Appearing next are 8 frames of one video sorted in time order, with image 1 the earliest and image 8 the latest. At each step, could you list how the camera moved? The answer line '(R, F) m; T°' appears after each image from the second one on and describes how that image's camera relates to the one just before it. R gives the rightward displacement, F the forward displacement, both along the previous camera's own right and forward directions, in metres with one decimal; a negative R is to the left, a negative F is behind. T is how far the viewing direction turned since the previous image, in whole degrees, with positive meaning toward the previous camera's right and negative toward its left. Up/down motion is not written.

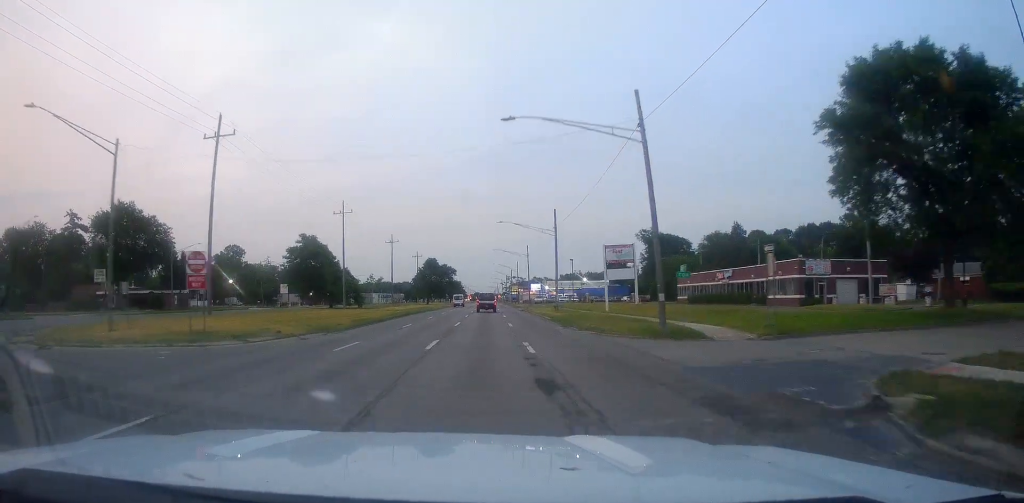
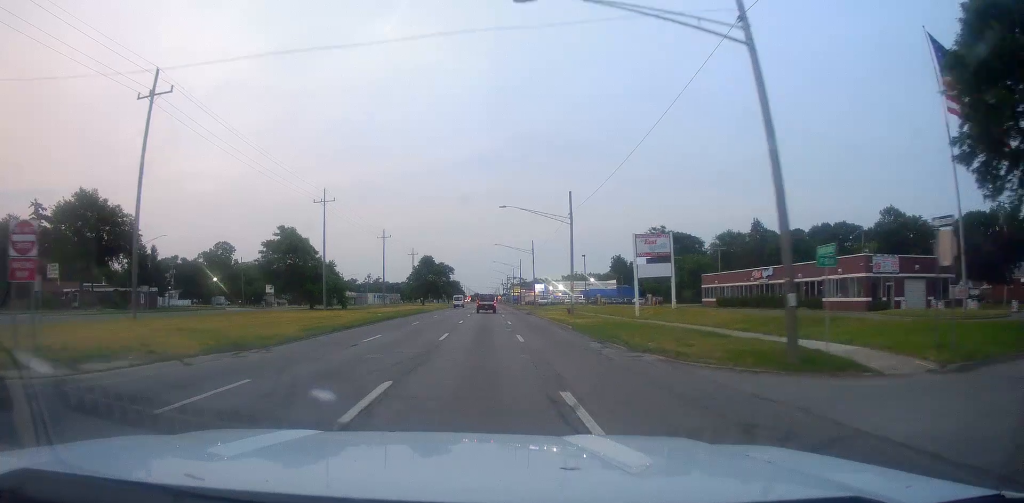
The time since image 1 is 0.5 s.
(+0.3, +11.0) m; 0°
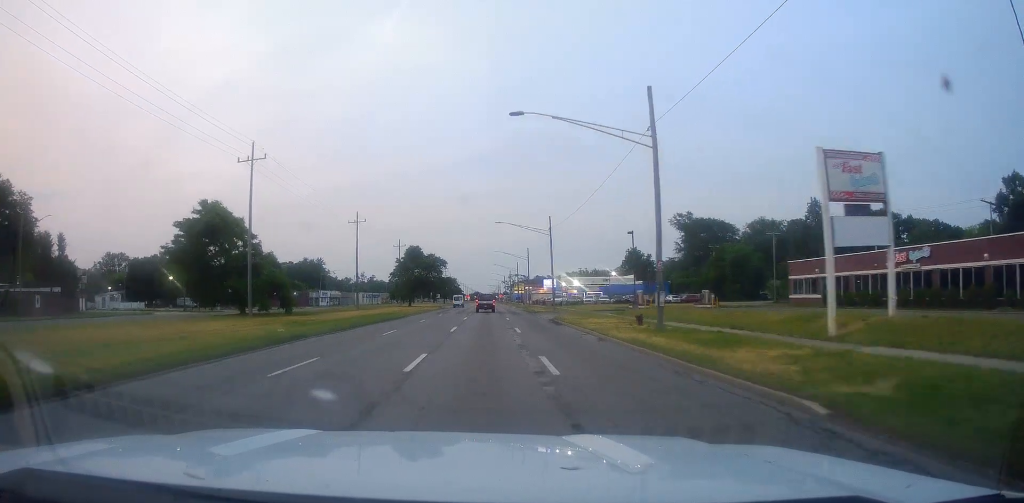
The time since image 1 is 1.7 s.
(-0.2, +25.3) m; -1°
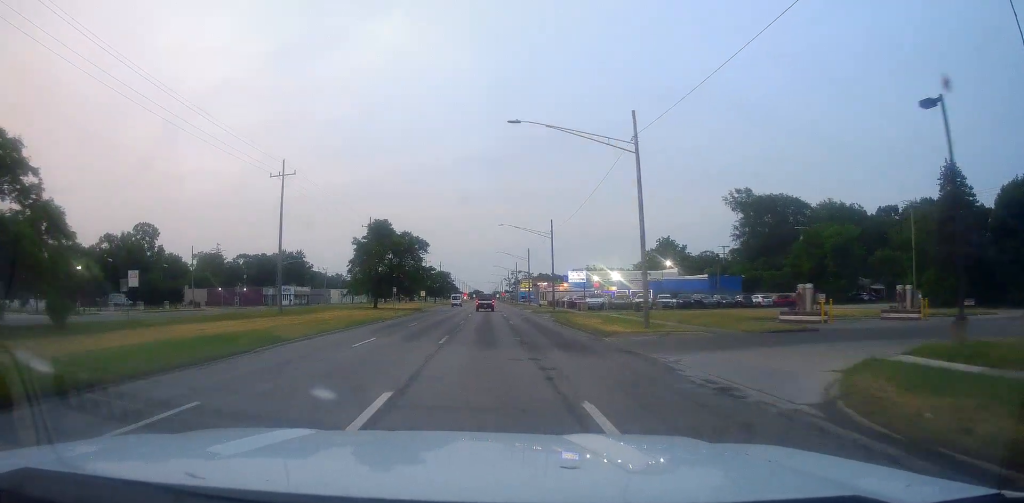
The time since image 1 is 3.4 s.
(+0.4, +37.5) m; +1°
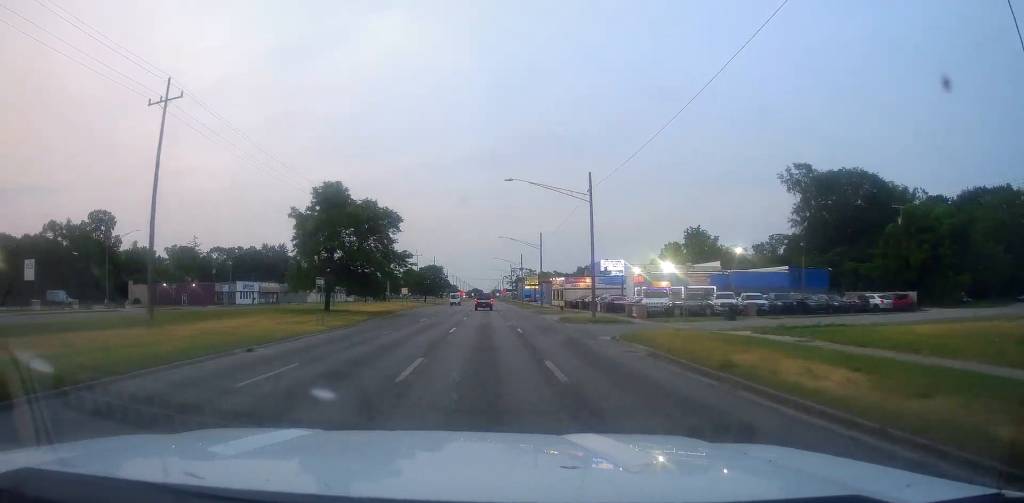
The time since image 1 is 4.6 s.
(-0.1, +24.8) m; 0°
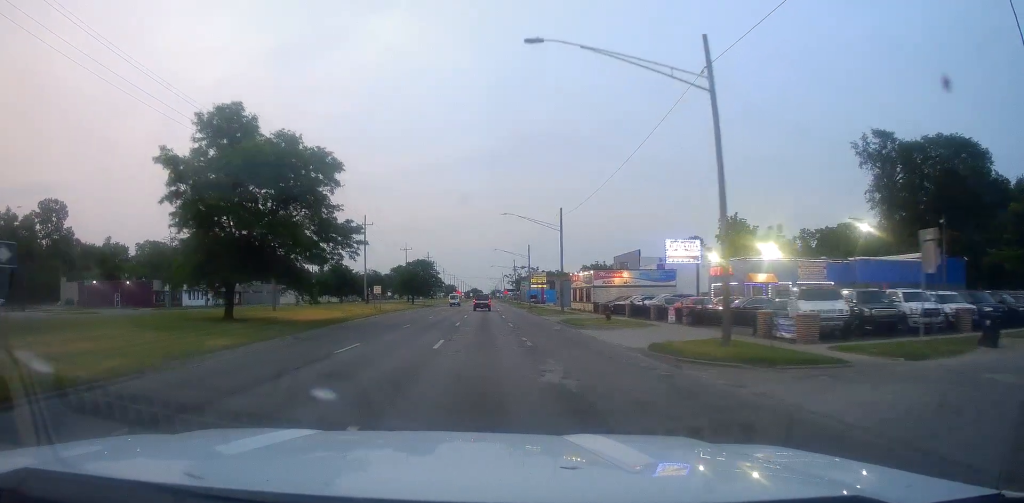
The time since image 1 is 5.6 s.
(0.0, +22.7) m; 0°
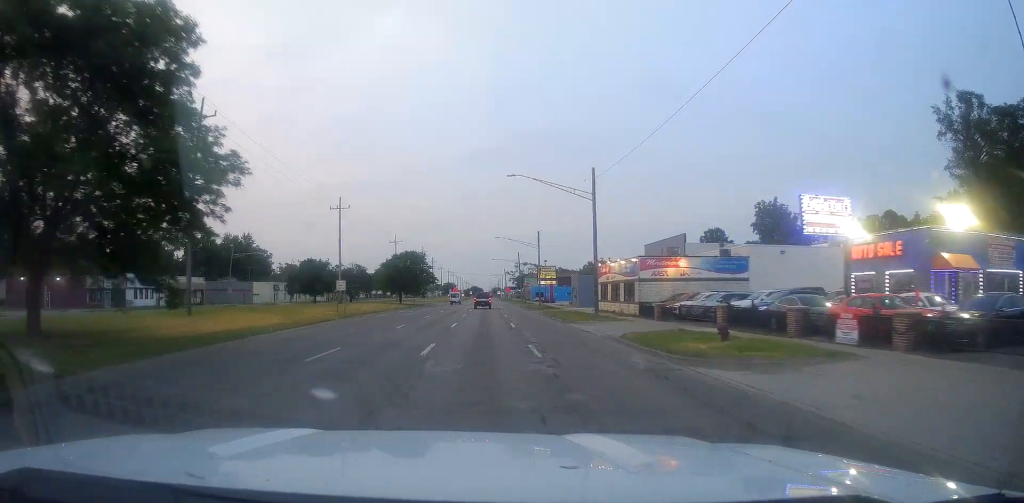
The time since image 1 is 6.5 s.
(-0.1, +17.9) m; 0°
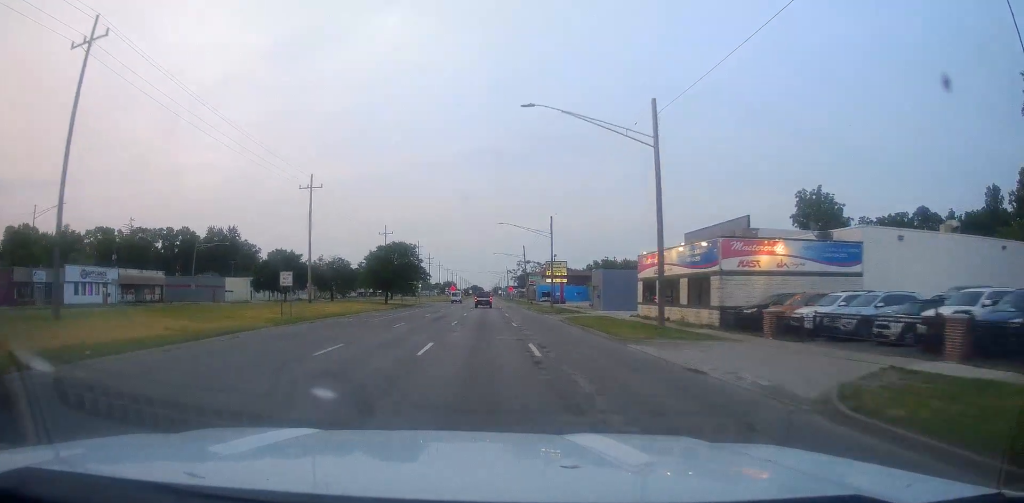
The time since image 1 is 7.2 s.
(0.0, +15.1) m; 0°
